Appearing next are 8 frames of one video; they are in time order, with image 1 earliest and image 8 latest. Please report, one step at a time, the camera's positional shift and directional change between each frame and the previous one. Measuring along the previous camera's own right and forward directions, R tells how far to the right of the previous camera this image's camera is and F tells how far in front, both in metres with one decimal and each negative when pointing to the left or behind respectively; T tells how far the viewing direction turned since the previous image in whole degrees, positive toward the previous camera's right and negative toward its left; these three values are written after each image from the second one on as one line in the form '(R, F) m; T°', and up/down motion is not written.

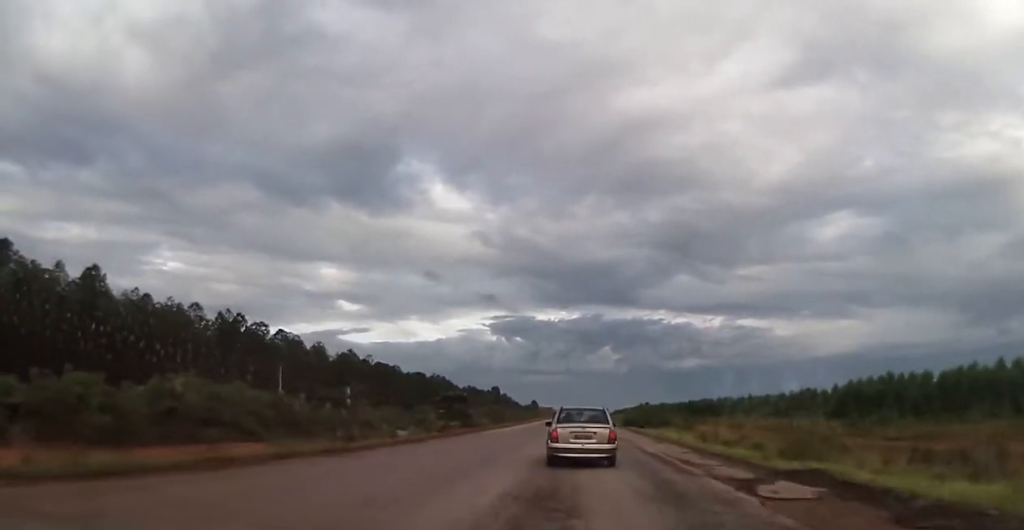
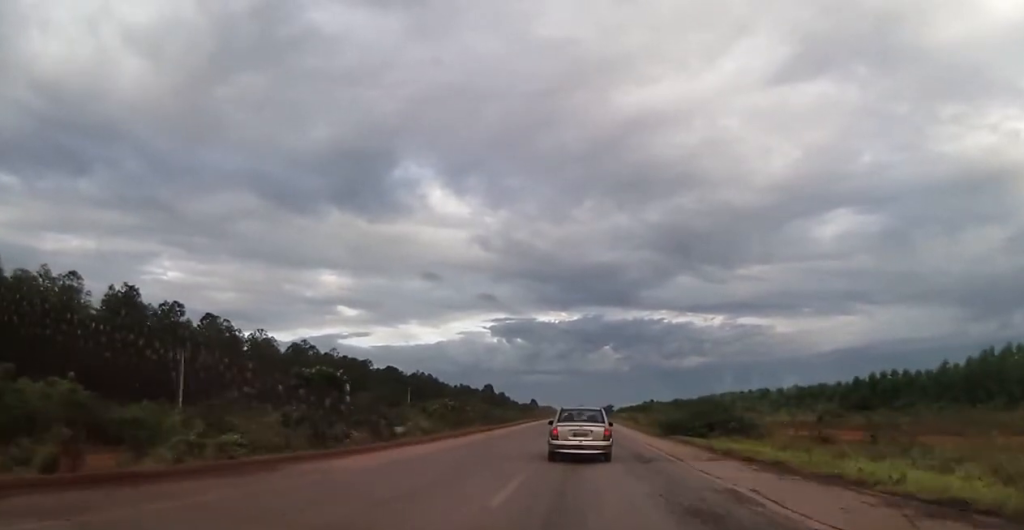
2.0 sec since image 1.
(-0.8, +31.4) m; -1°
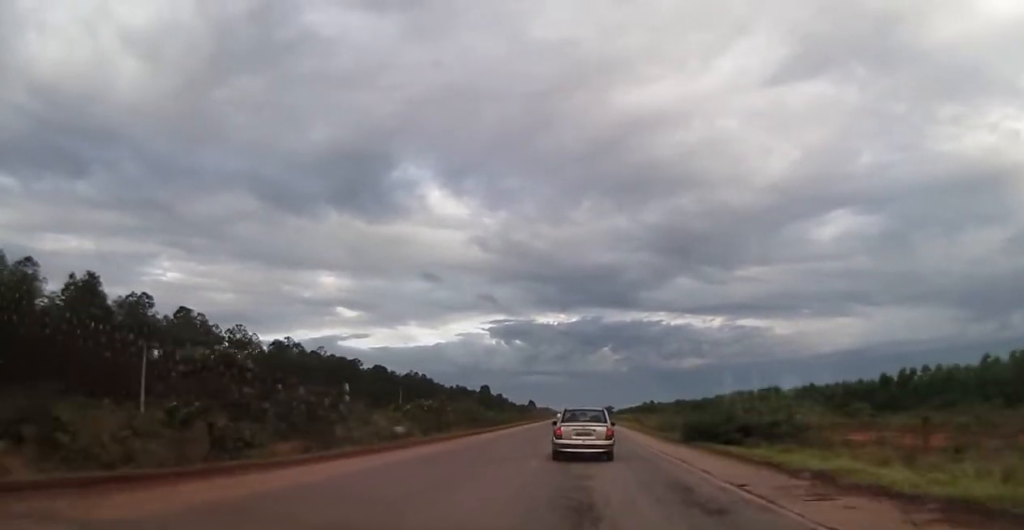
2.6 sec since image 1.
(-0.1, +8.4) m; +1°
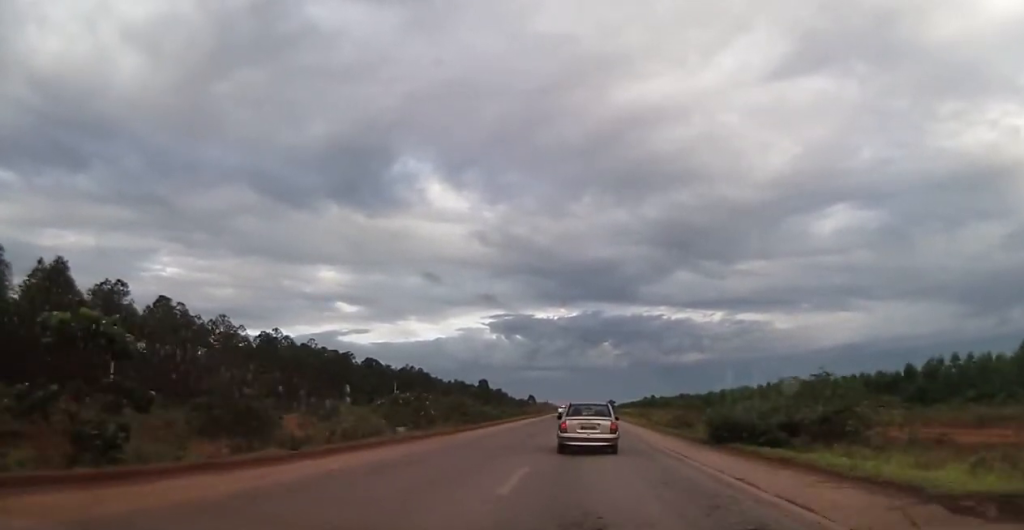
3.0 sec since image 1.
(+0.2, +6.3) m; 0°
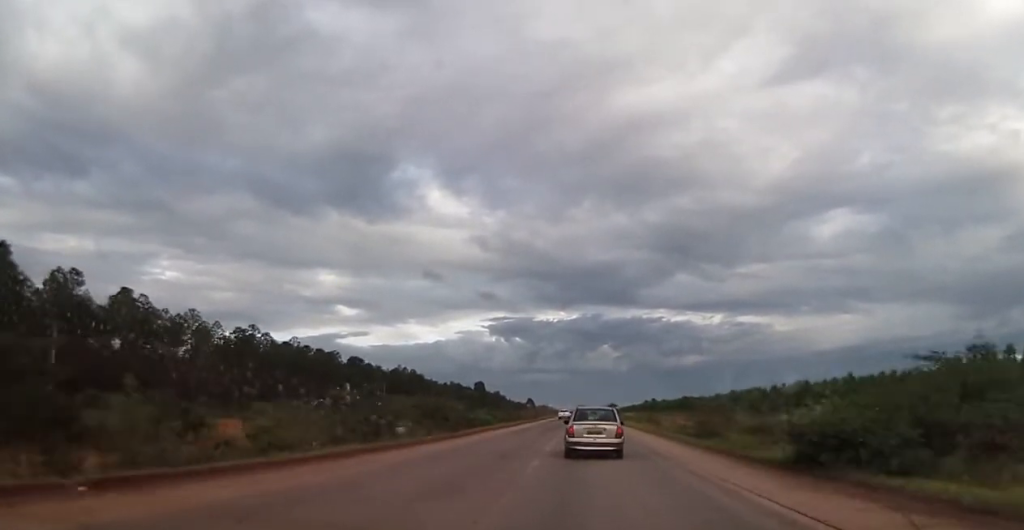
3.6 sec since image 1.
(+0.3, +10.0) m; -1°
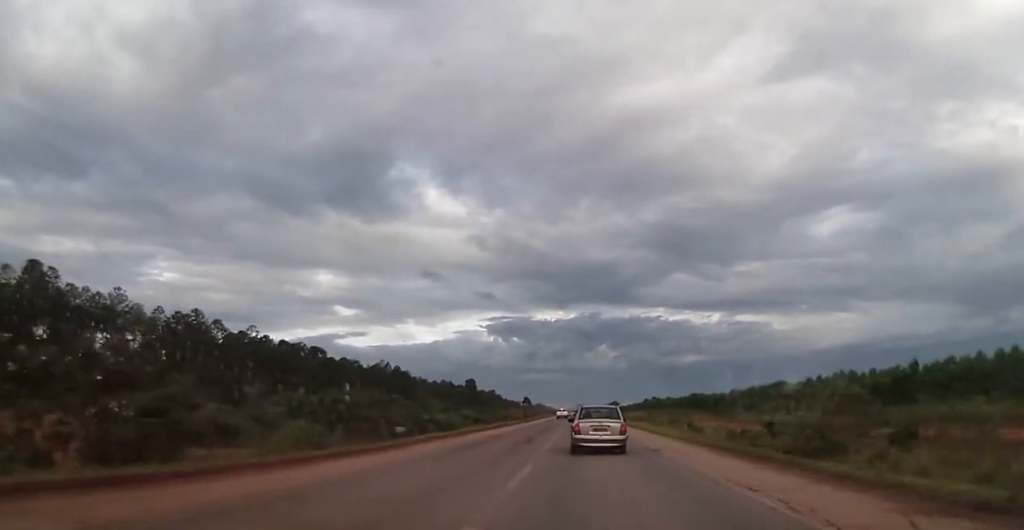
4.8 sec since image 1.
(-0.8, +19.3) m; -2°
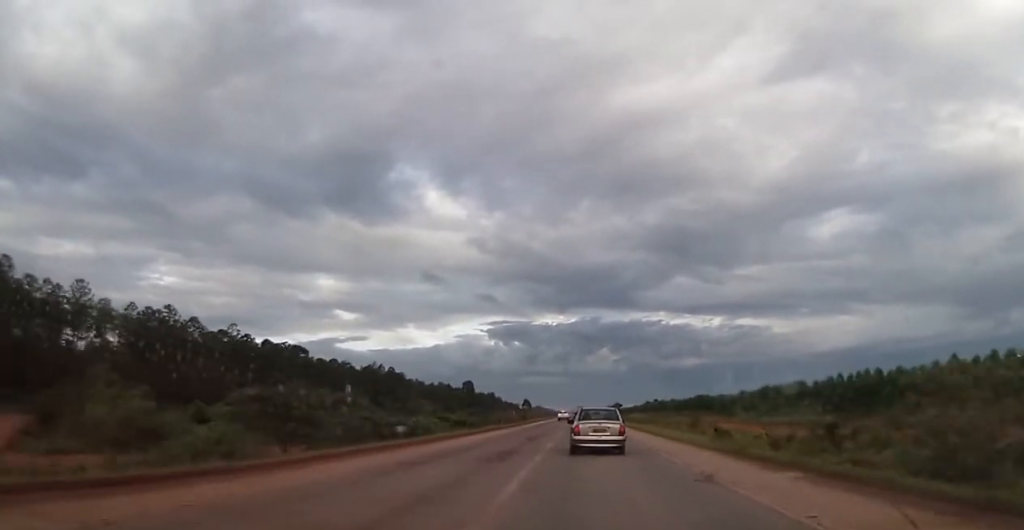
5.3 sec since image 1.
(-0.1, +8.2) m; +1°
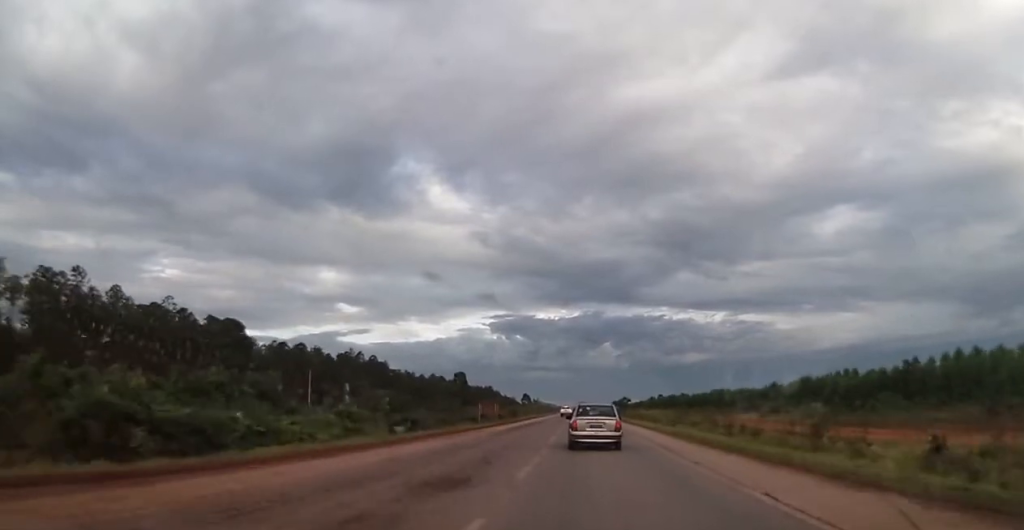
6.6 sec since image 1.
(+0.6, +22.3) m; +2°
